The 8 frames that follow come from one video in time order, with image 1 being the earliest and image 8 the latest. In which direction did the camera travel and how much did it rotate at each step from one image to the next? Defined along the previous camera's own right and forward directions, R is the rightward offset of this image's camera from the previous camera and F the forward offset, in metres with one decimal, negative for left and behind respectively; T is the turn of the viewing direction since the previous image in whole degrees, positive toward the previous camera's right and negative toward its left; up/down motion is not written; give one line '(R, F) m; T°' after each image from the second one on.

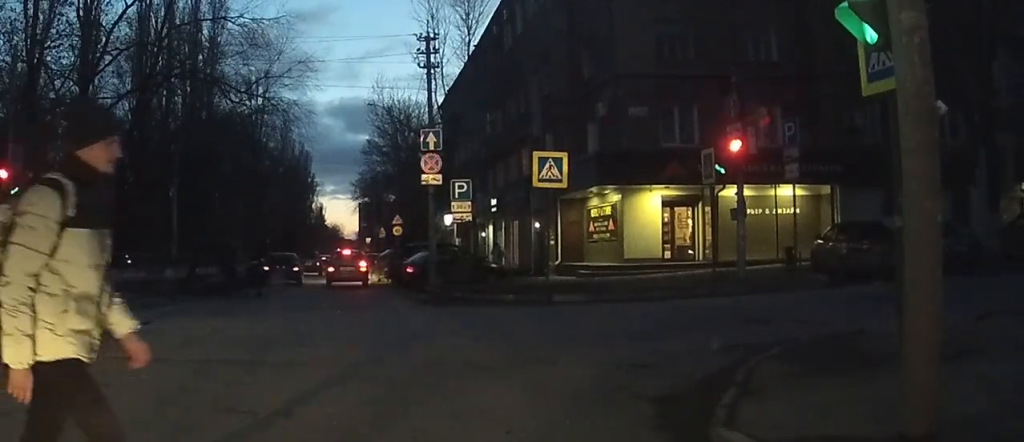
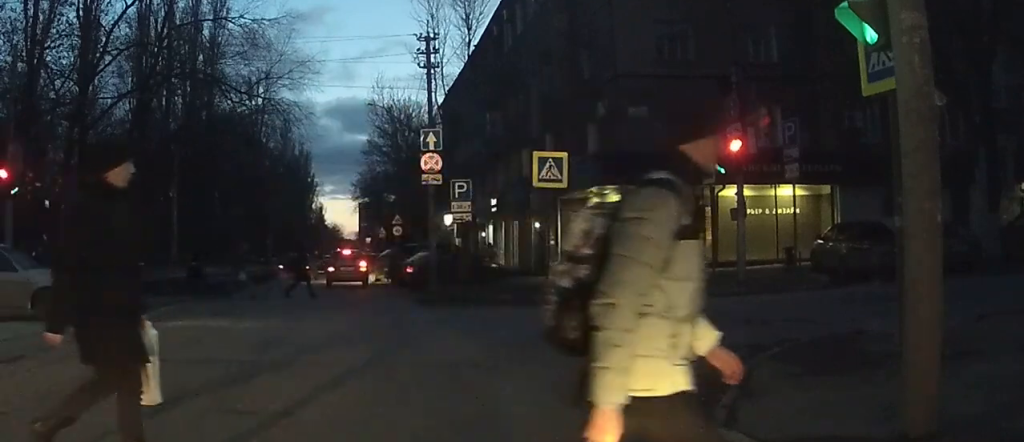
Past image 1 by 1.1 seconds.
(-0.1, +0.2) m; 0°
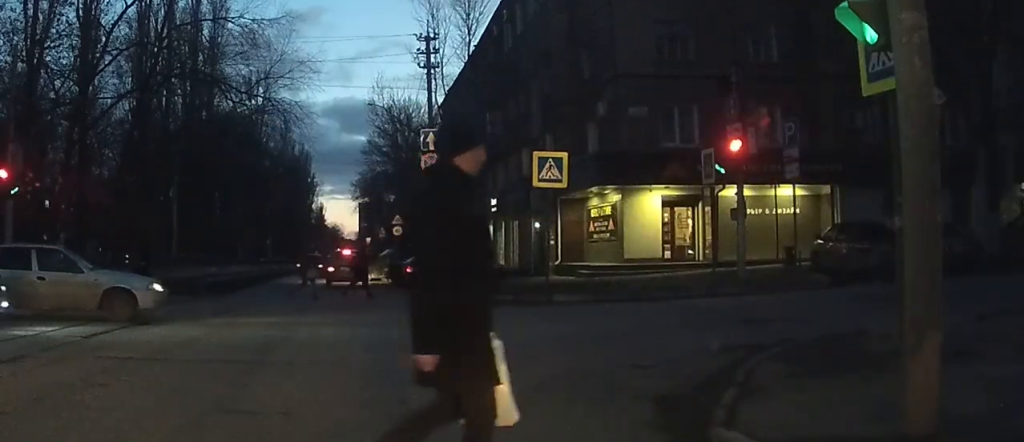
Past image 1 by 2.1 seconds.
(0.0, +0.2) m; 0°
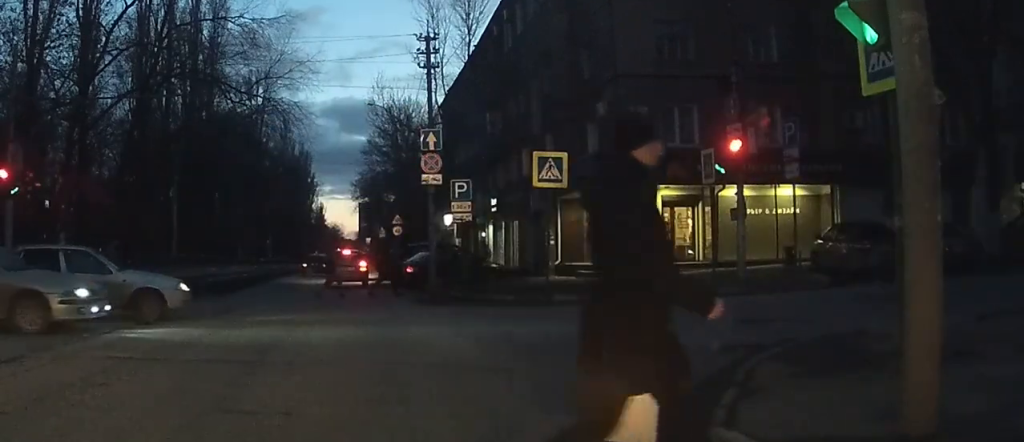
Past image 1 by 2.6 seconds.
(0.0, +0.1) m; 0°
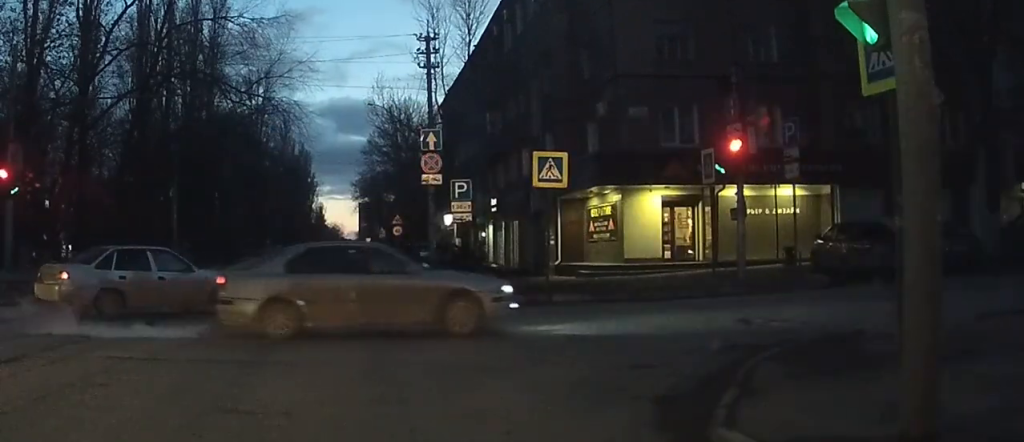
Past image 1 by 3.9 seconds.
(-0.2, +0.5) m; 0°
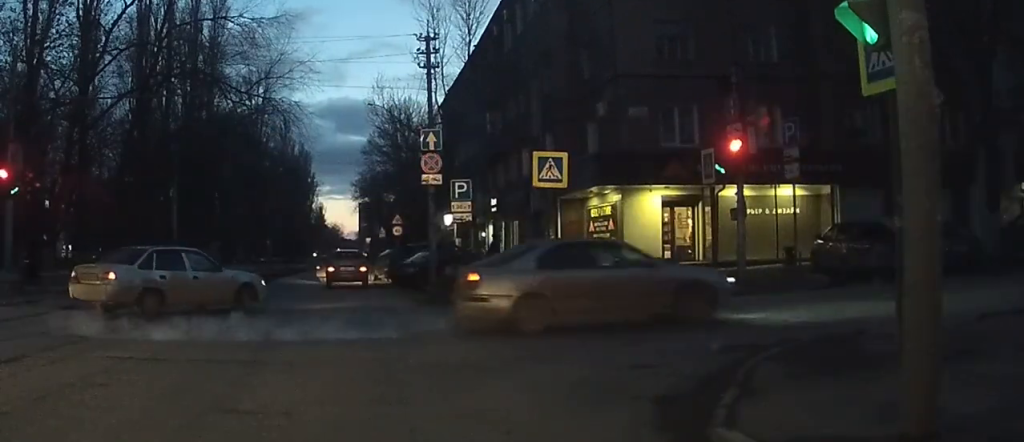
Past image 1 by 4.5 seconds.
(-0.1, +0.2) m; 0°
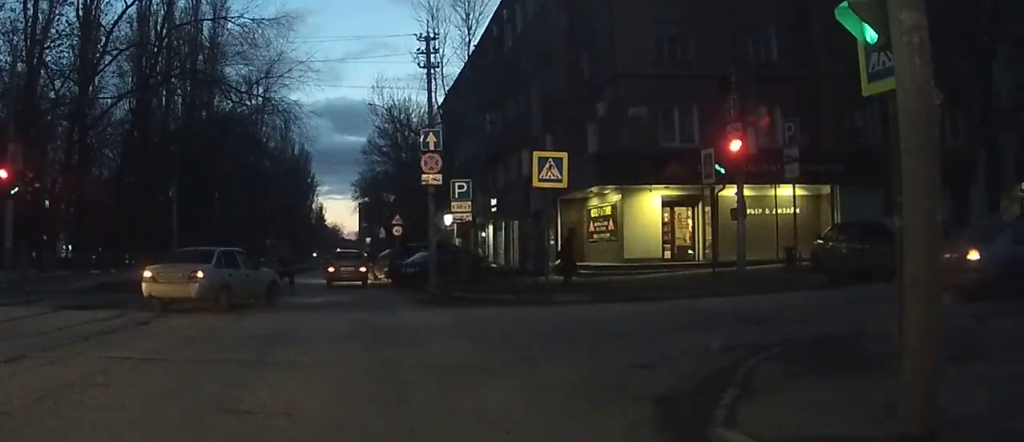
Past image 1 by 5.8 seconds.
(+0.2, +0.6) m; 0°
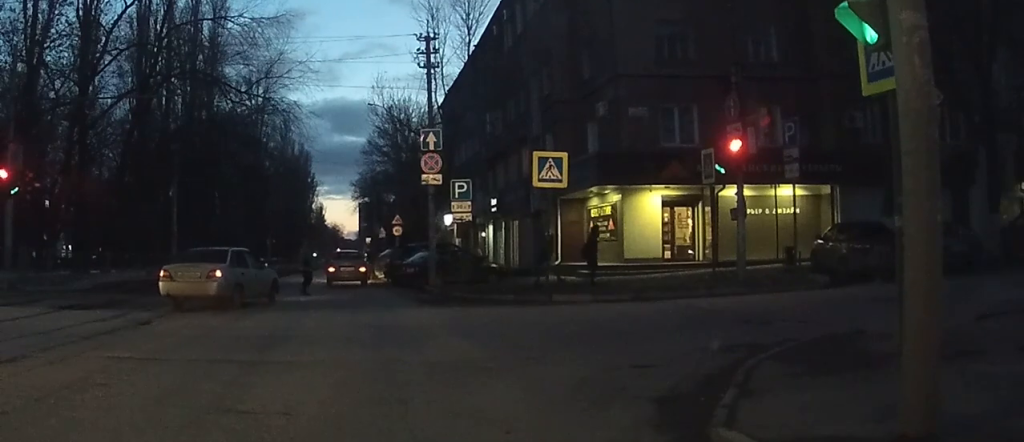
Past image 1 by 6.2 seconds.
(0.0, +0.2) m; 0°
